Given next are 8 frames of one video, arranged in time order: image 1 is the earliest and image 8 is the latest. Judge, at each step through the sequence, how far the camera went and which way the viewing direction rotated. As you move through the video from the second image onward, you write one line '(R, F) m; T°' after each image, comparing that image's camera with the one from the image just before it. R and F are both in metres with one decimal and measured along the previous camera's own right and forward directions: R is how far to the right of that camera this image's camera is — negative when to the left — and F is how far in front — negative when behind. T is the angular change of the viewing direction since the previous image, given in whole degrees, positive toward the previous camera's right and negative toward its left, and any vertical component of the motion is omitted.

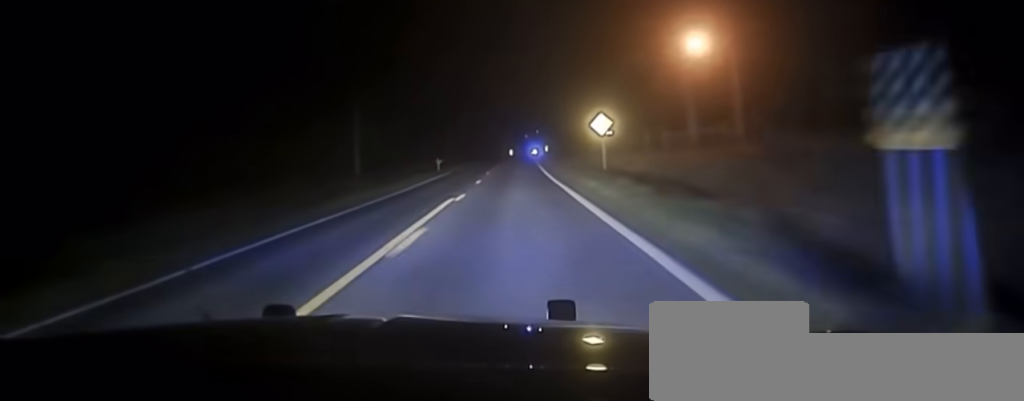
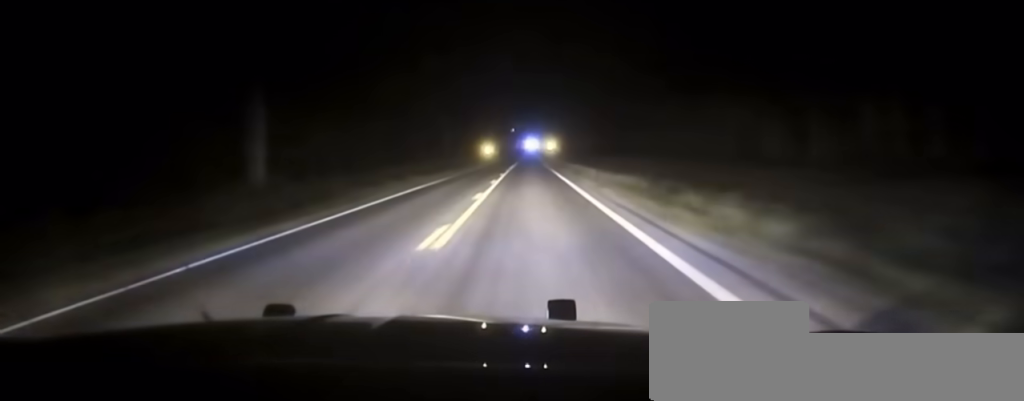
(+1.0, +123.5) m; +1°
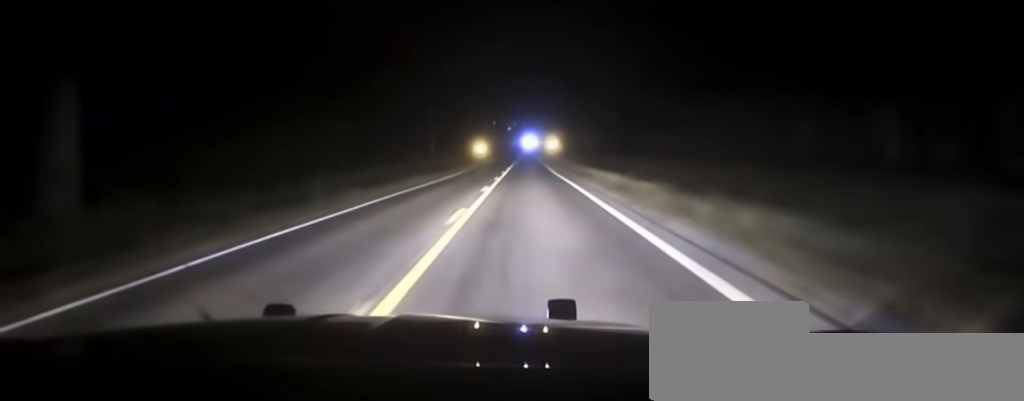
(+0.1, +19.0) m; 0°
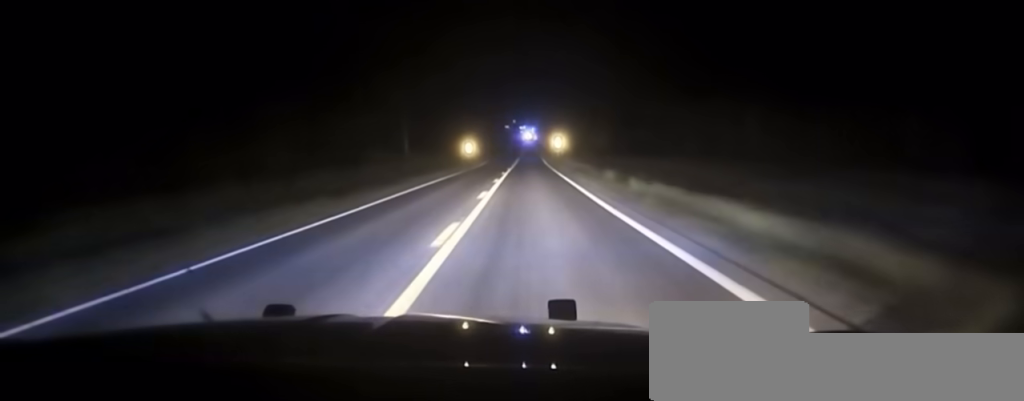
(+0.3, +25.9) m; 0°
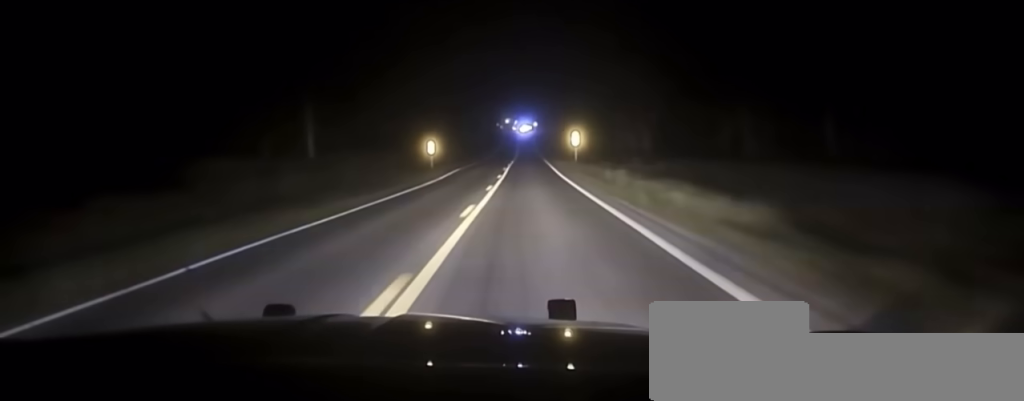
(-0.2, +40.3) m; 0°
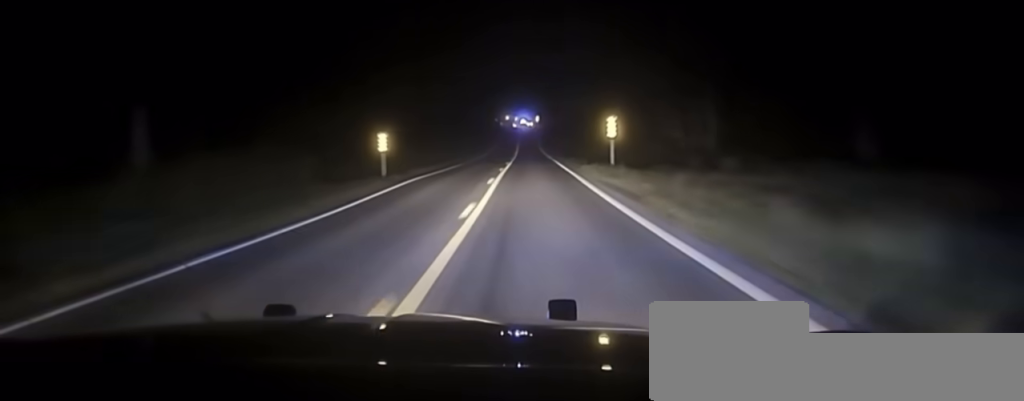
(+0.1, +25.5) m; 0°
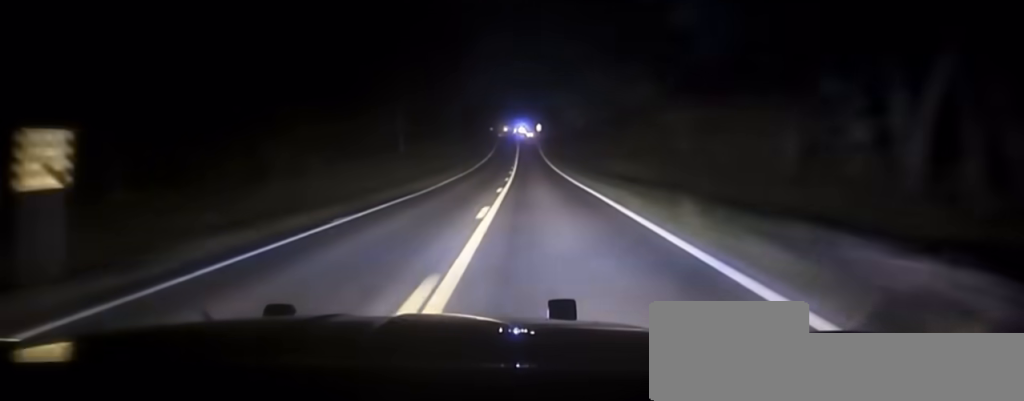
(+0.2, +32.6) m; 0°
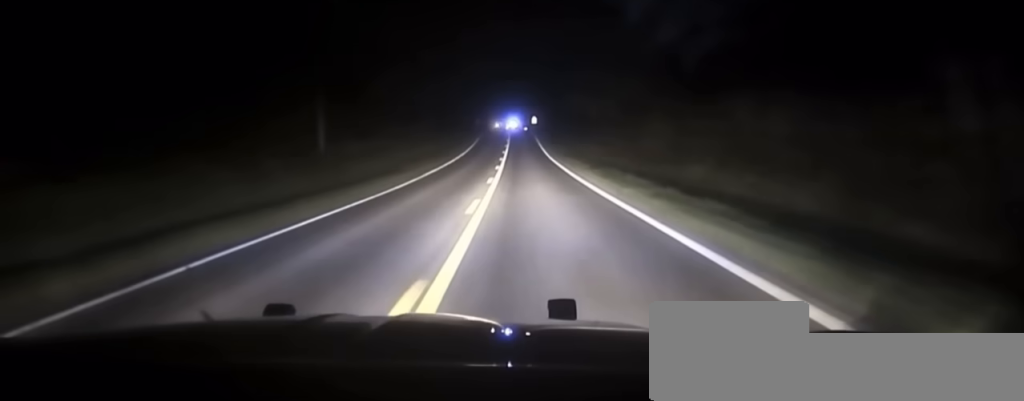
(-0.3, +37.0) m; 0°
